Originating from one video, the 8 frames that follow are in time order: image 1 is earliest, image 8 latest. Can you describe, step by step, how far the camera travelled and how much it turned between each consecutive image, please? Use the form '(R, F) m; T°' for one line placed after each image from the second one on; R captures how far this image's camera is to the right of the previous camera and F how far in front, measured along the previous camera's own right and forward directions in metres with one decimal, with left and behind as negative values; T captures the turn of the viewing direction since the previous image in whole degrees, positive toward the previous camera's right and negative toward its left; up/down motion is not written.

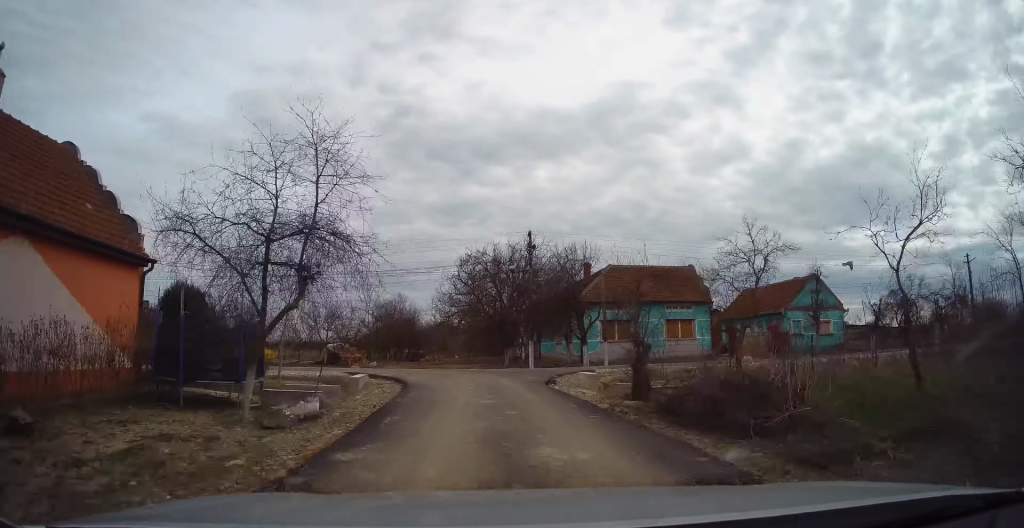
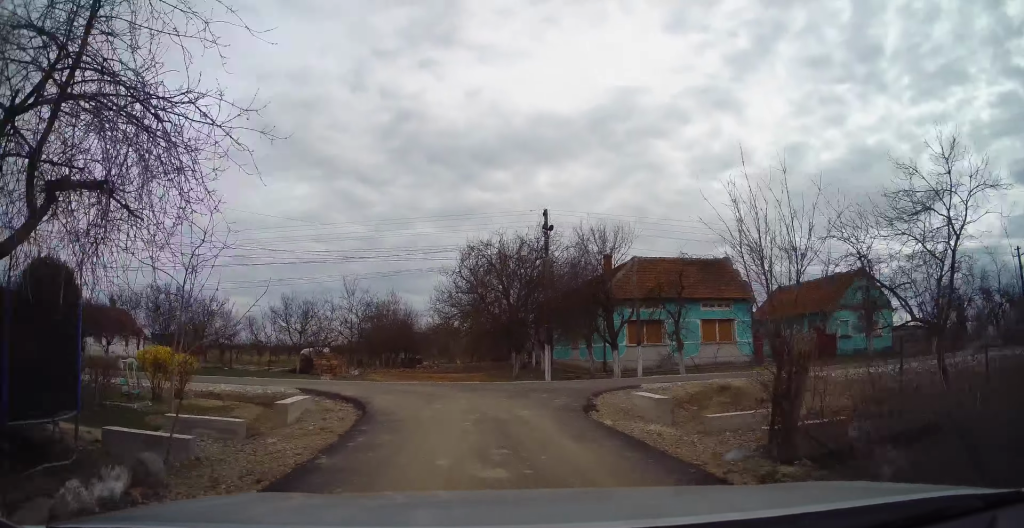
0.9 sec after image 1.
(-0.1, +6.0) m; -1°
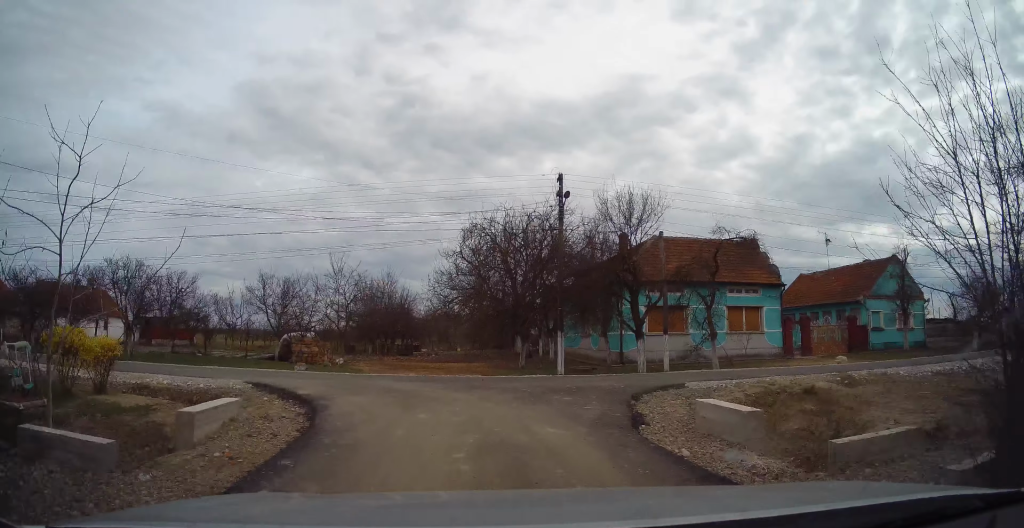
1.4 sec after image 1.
(0.0, +3.4) m; -1°
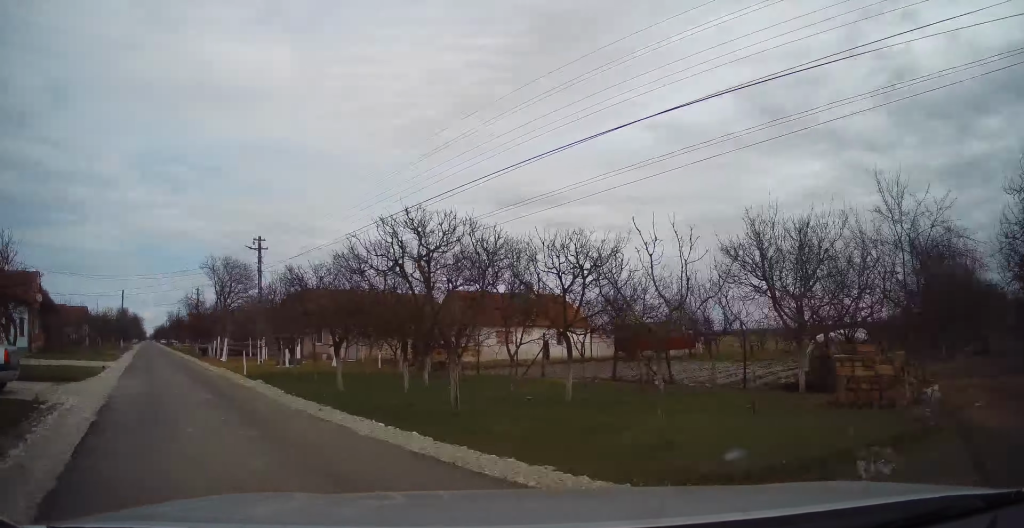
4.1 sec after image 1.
(-4.1, +14.3) m; -61°
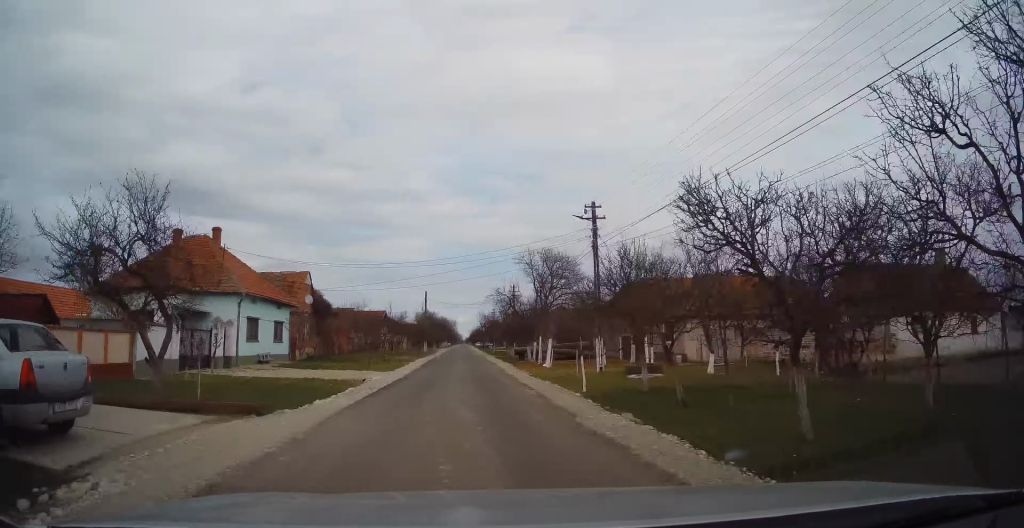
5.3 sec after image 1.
(-3.0, +8.0) m; -24°
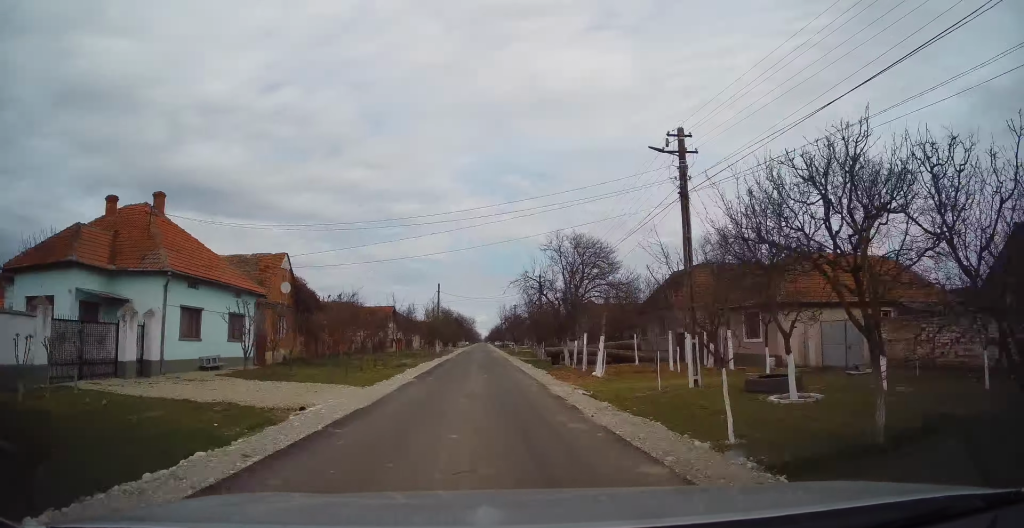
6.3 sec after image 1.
(-0.4, +7.8) m; -6°
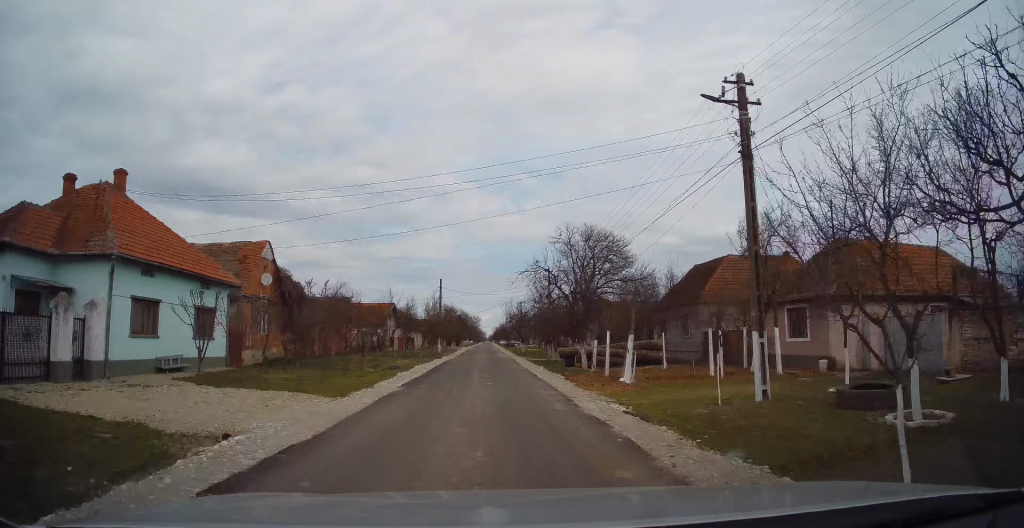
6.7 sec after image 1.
(-0.1, +3.6) m; -2°
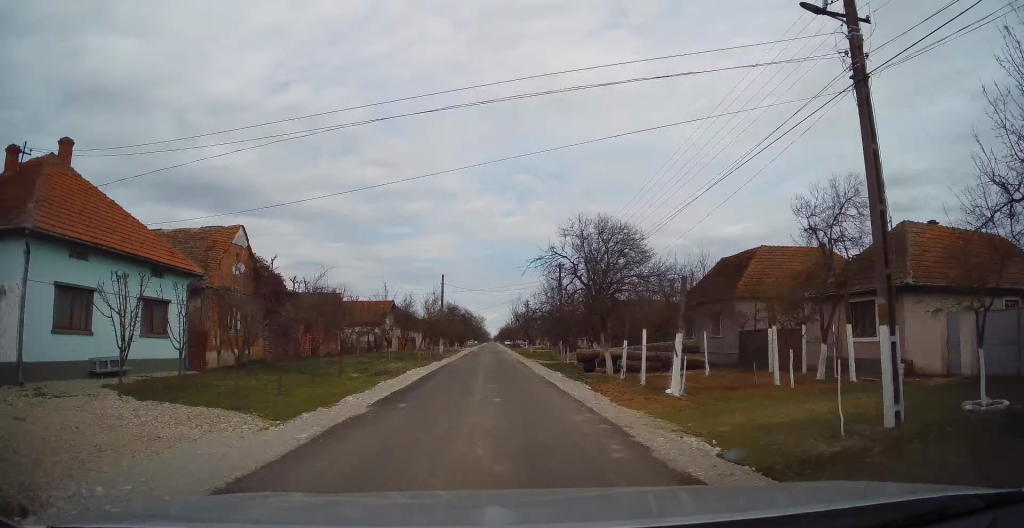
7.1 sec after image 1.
(-0.1, +4.0) m; -2°
